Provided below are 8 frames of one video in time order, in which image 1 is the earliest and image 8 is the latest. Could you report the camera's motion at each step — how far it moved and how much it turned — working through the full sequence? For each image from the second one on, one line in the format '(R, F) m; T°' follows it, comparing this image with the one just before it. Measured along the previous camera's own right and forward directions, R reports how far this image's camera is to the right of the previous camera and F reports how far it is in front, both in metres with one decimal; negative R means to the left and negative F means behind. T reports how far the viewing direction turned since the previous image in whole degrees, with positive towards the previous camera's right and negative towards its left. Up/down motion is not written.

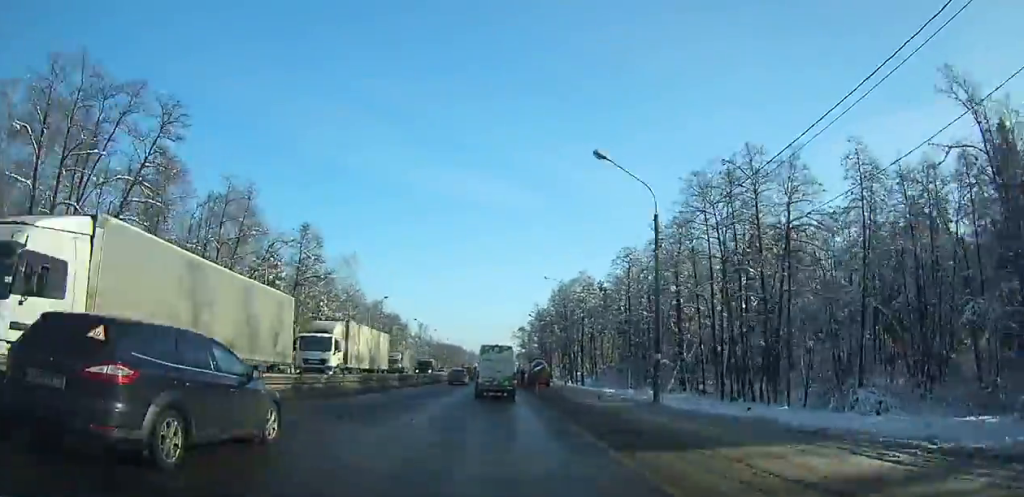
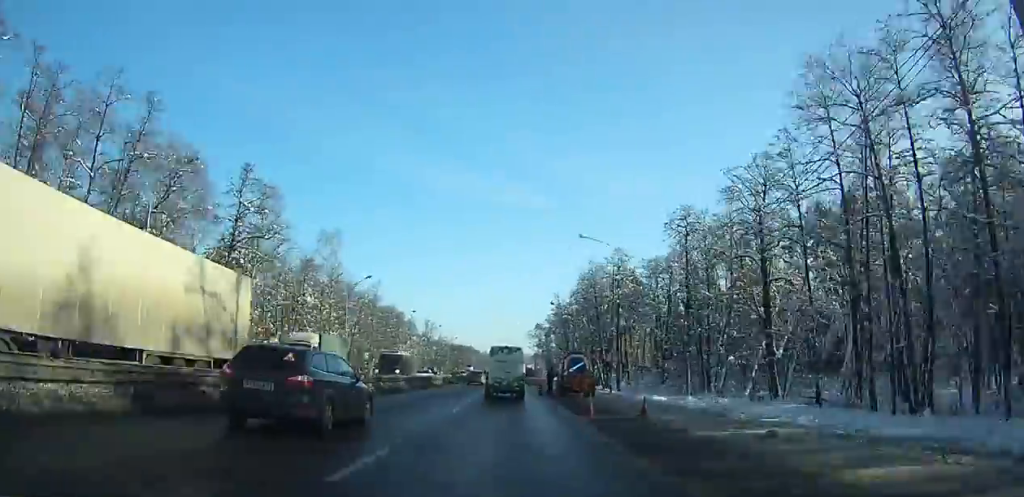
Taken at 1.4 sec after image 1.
(-0.2, +21.4) m; 0°
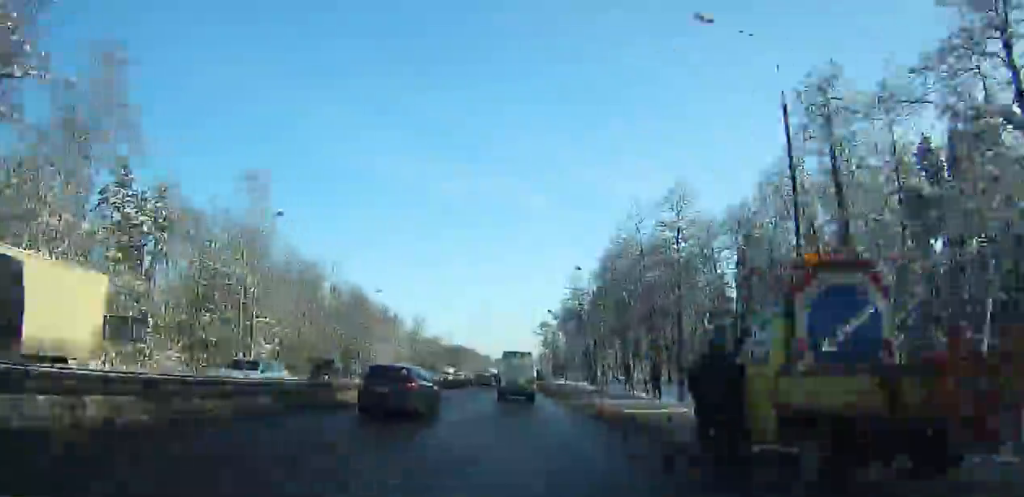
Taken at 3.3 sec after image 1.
(+0.3, +28.9) m; -1°
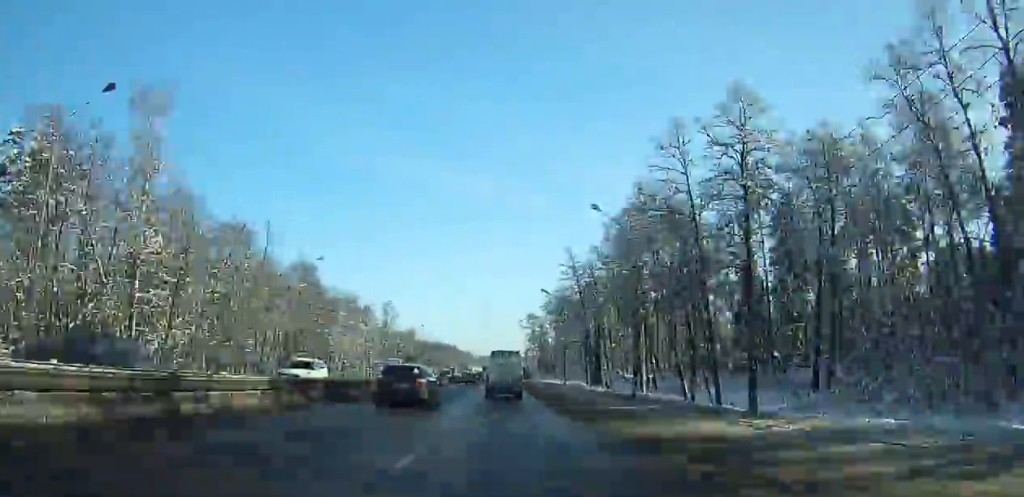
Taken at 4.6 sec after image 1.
(+0.3, +19.7) m; 0°
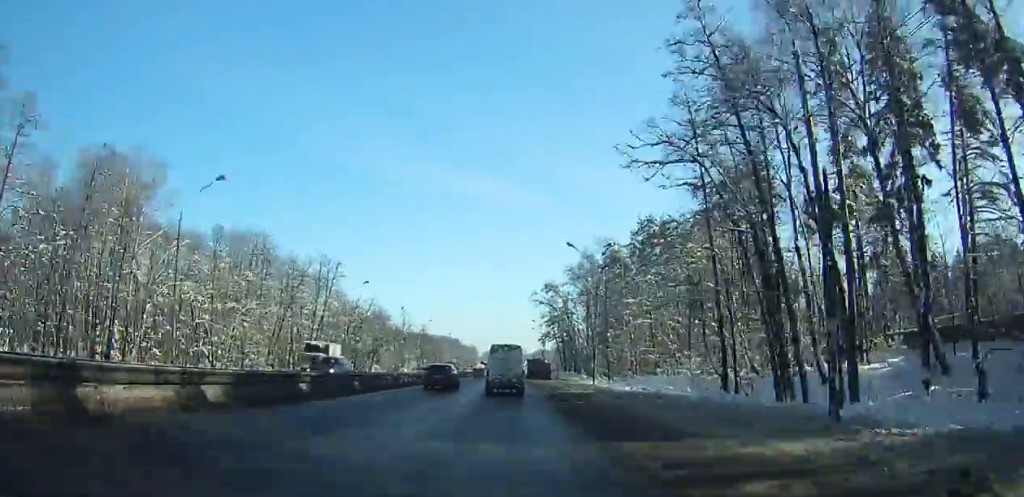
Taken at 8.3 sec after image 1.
(-0.6, +55.1) m; +1°
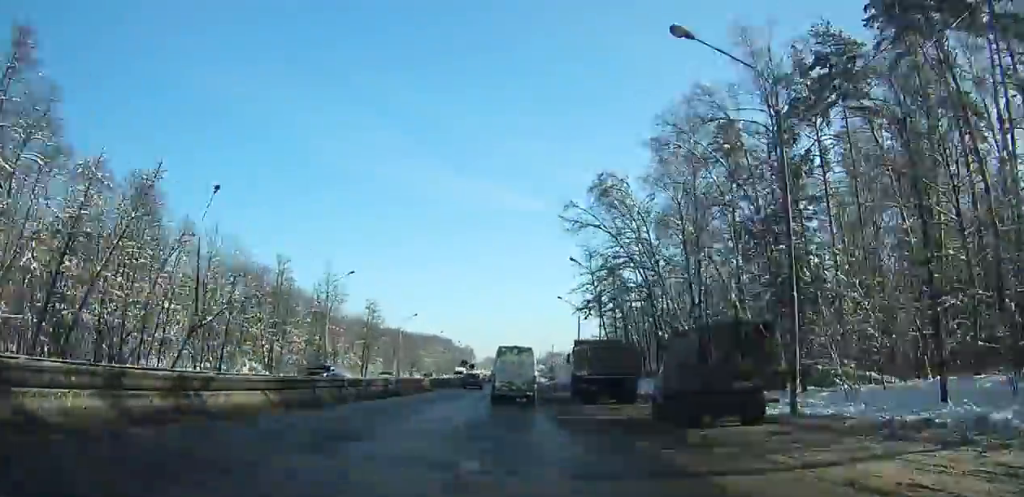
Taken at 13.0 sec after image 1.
(+1.1, +67.5) m; 0°
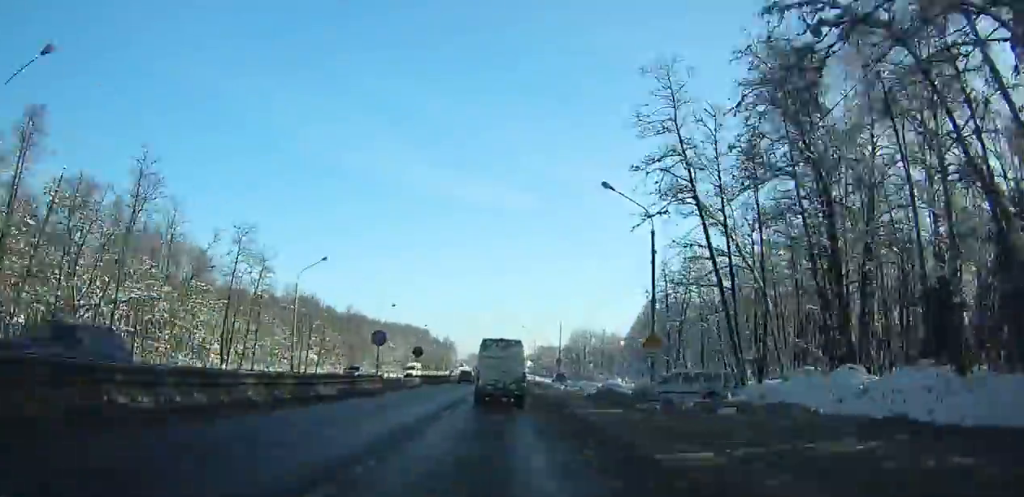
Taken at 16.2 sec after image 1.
(-0.1, +44.9) m; 0°
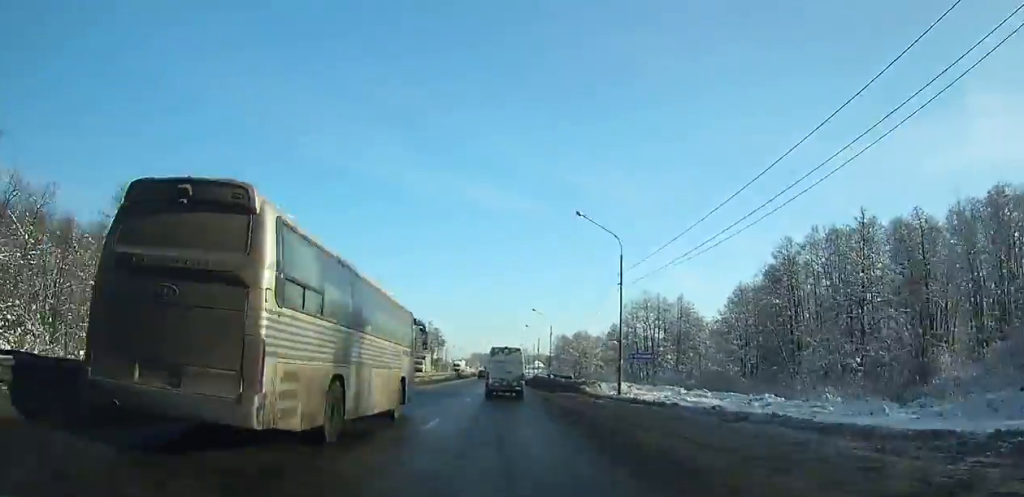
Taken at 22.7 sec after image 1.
(-0.5, +92.0) m; 0°
